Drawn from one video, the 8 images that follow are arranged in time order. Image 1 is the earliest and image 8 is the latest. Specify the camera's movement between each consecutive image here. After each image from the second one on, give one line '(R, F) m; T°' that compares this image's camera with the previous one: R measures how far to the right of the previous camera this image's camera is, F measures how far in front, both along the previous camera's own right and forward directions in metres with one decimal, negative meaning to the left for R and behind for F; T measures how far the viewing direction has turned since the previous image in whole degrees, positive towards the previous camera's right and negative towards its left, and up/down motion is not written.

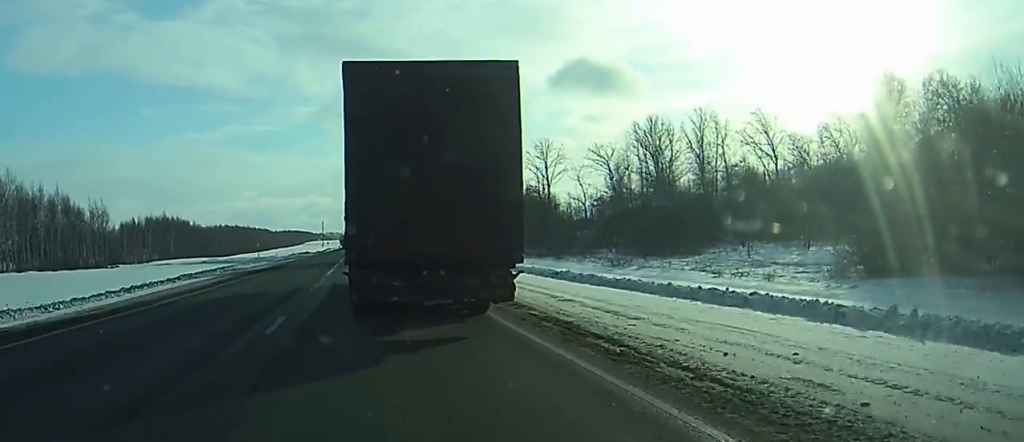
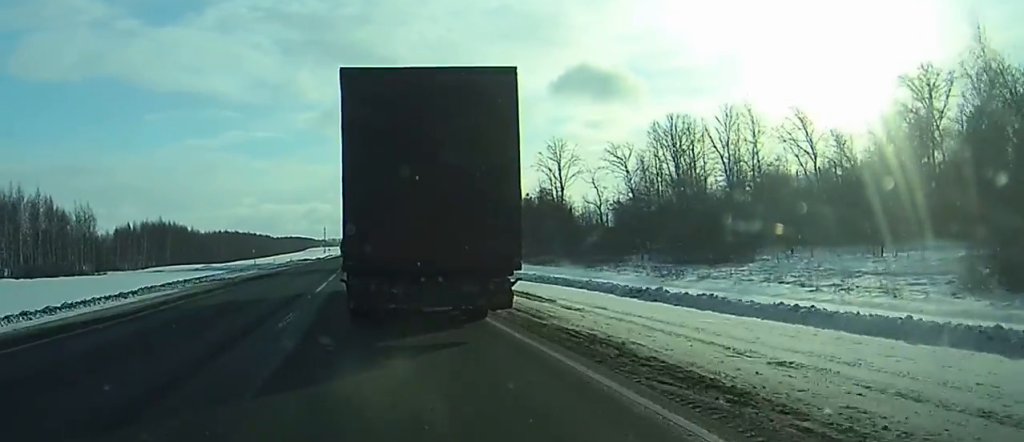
(0.0, +10.0) m; 0°
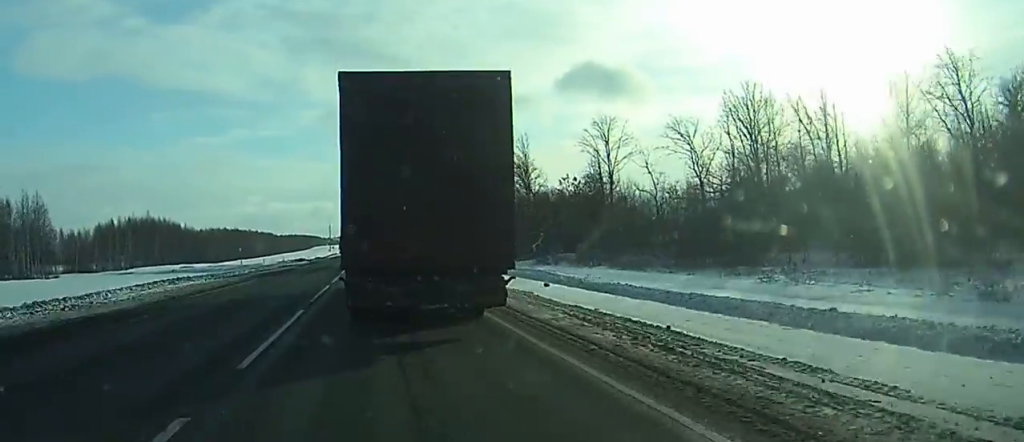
(+0.1, +29.2) m; 0°
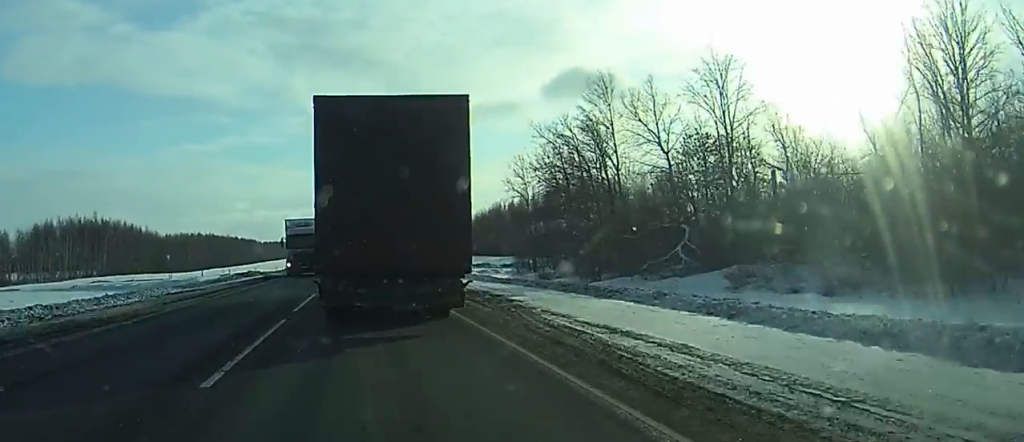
(+0.2, +49.1) m; 0°
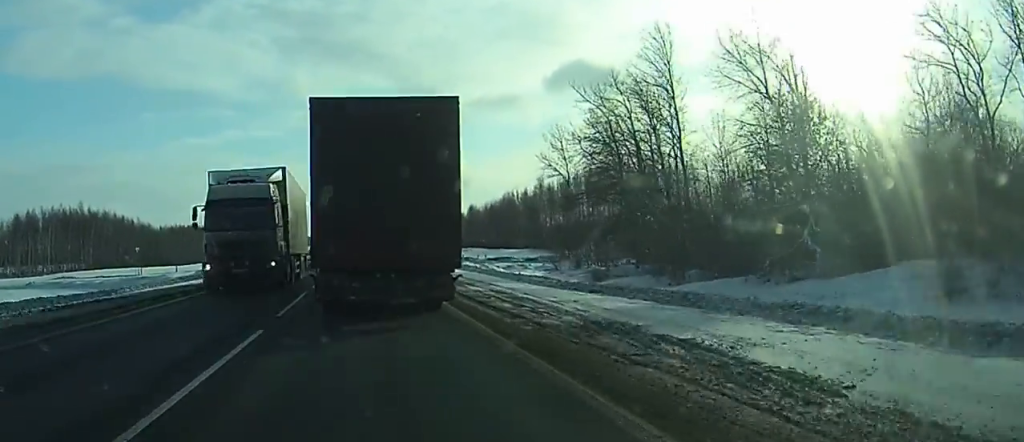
(-0.1, +15.3) m; 0°
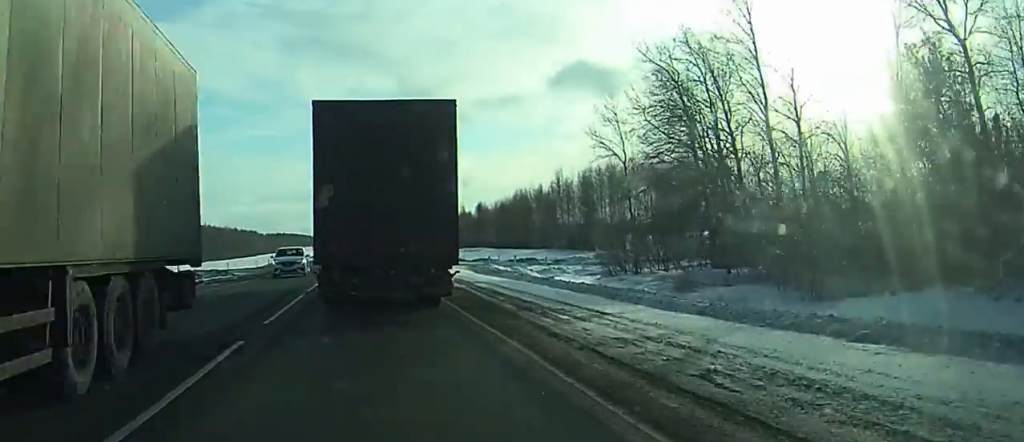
(+0.1, +13.9) m; 0°
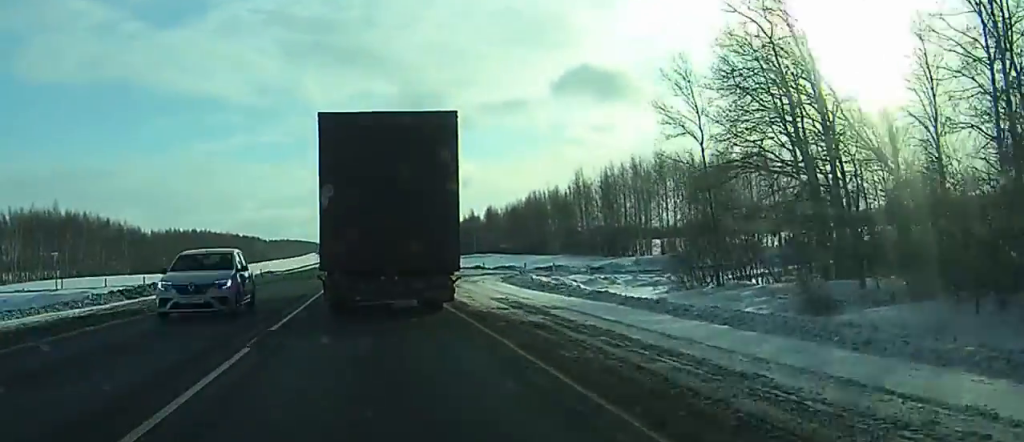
(0.0, +11.9) m; 0°
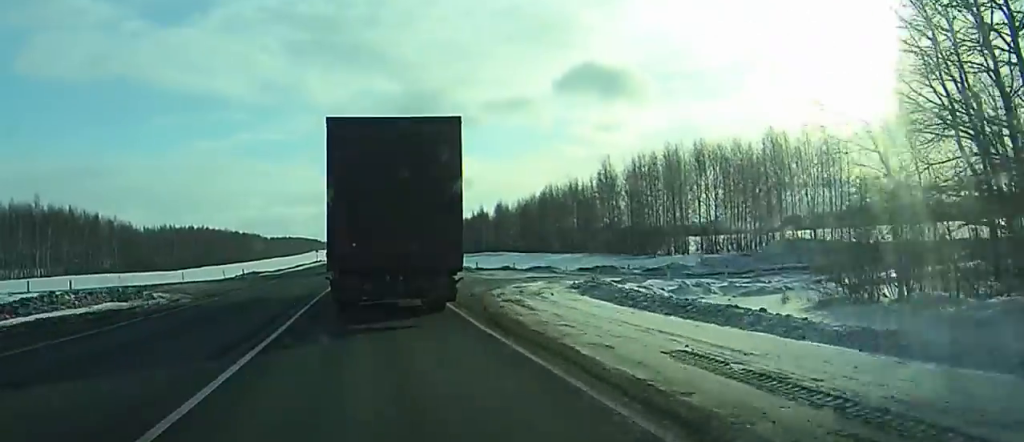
(-0.1, +14.7) m; 0°
